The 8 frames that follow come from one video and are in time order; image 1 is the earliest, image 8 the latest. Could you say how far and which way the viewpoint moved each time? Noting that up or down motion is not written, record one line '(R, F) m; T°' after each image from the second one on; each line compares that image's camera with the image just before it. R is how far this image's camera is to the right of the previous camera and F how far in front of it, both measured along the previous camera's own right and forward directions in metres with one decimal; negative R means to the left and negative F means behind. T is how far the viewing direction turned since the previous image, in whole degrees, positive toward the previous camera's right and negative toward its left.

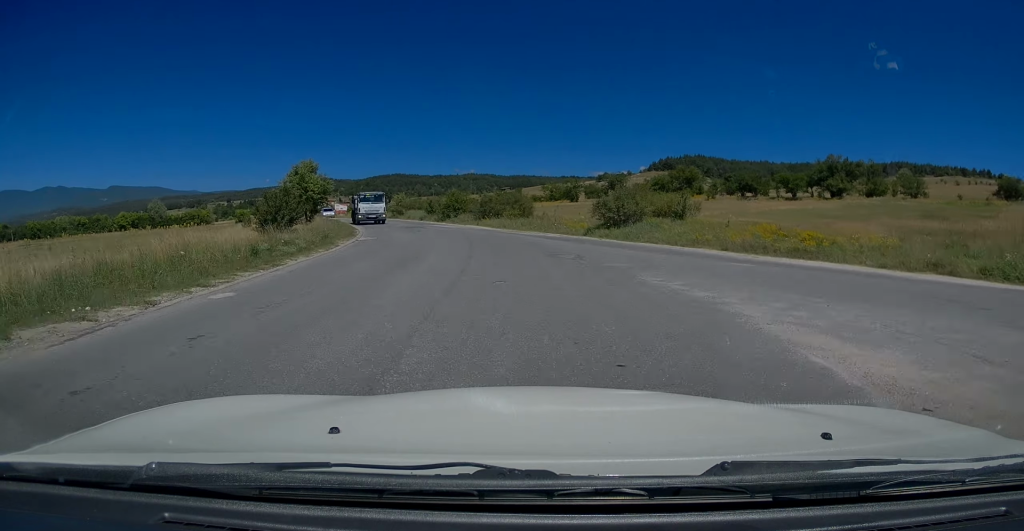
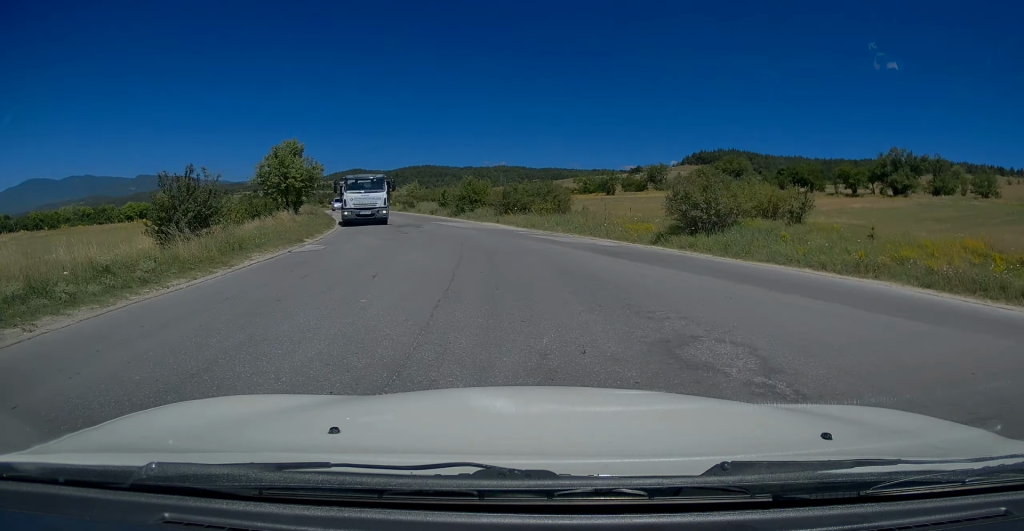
(-0.2, +10.6) m; -3°
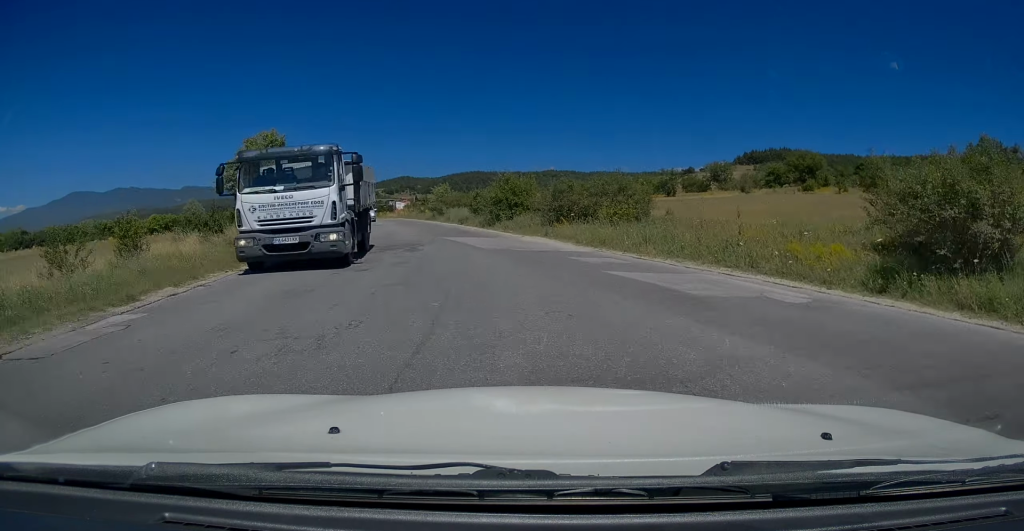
(-0.3, +11.1) m; -4°
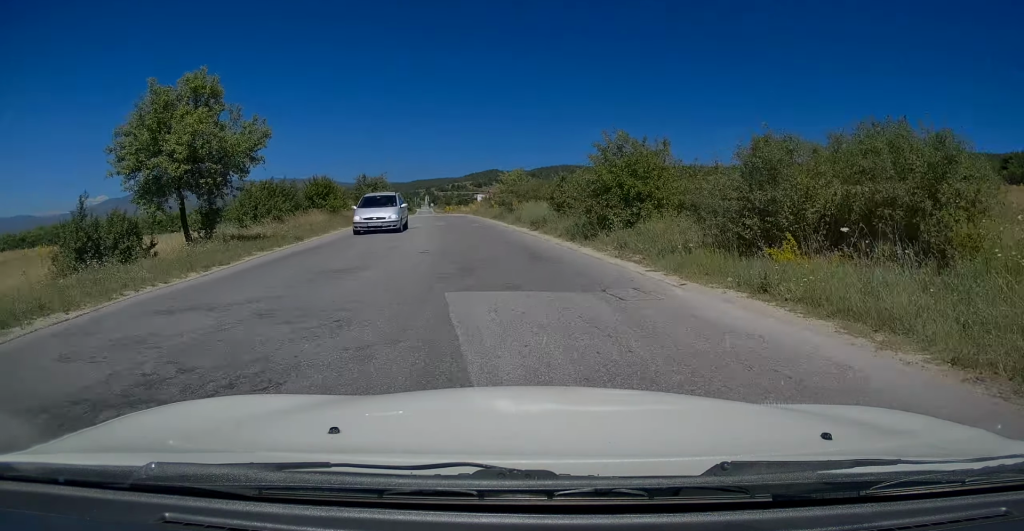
(-0.9, +14.9) m; -7°
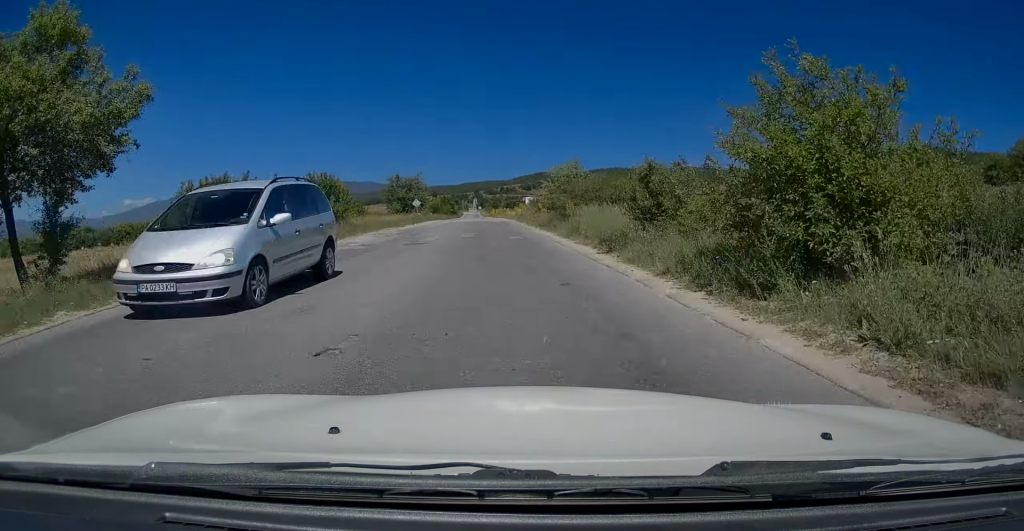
(-0.3, +8.7) m; -3°
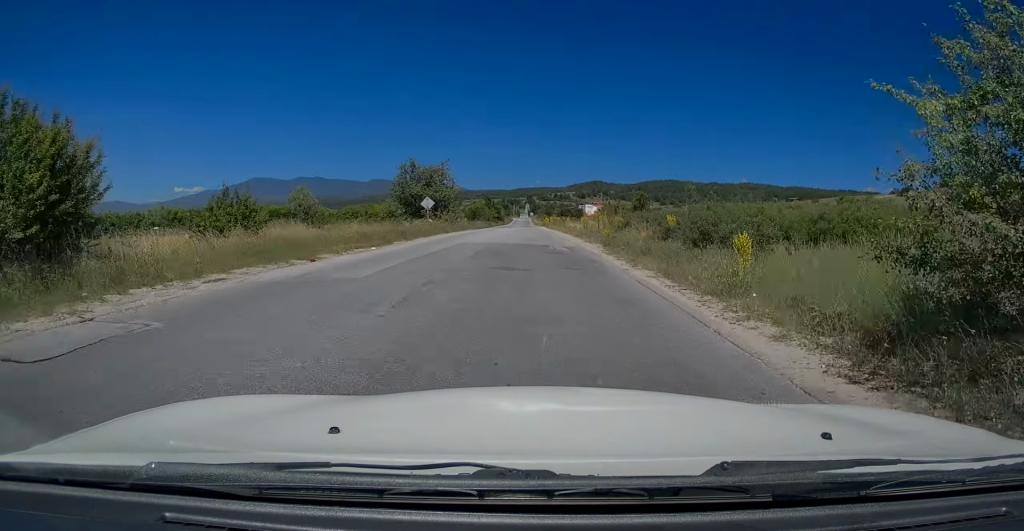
(-1.5, +24.0) m; -4°
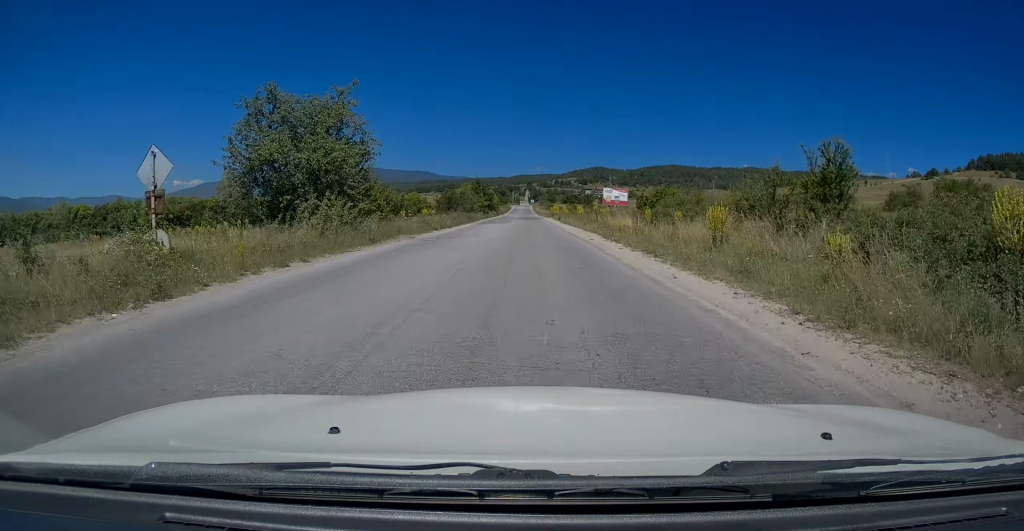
(-0.6, +30.5) m; -1°
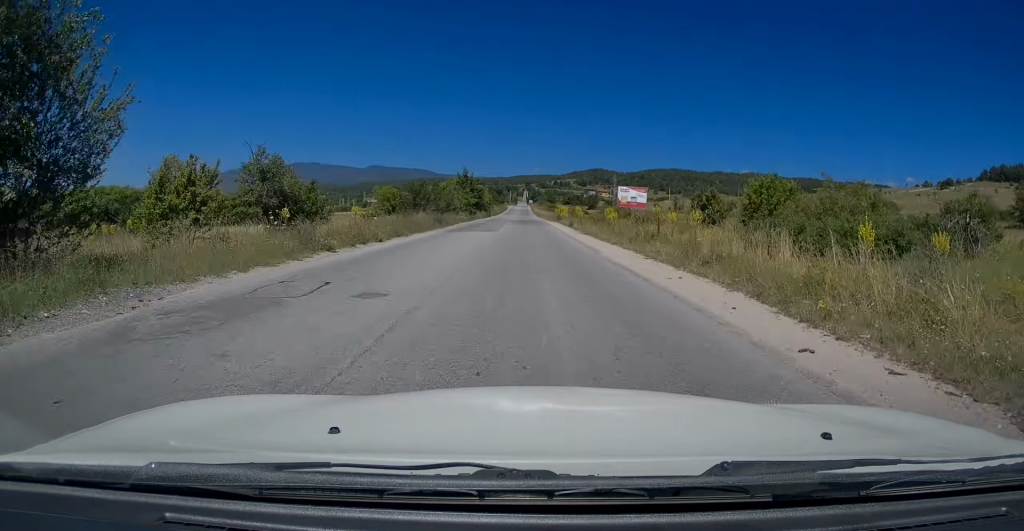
(+0.1, +18.1) m; +1°
